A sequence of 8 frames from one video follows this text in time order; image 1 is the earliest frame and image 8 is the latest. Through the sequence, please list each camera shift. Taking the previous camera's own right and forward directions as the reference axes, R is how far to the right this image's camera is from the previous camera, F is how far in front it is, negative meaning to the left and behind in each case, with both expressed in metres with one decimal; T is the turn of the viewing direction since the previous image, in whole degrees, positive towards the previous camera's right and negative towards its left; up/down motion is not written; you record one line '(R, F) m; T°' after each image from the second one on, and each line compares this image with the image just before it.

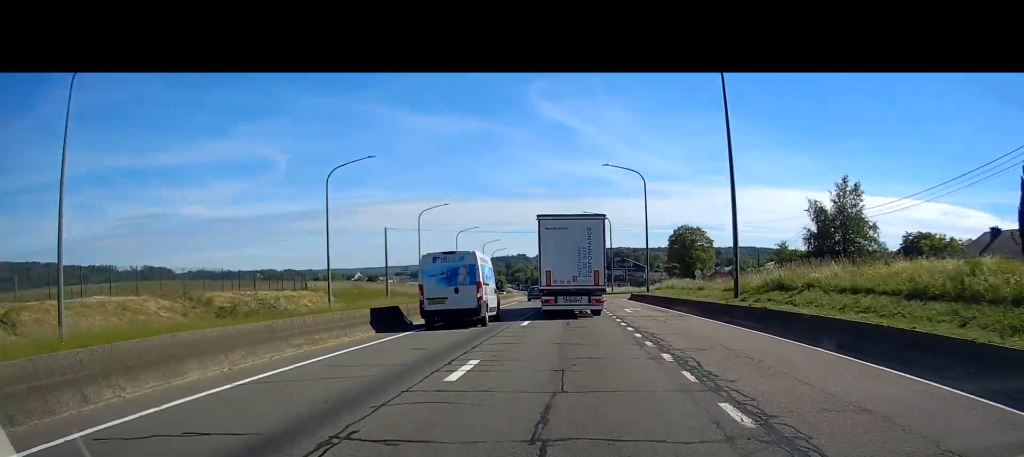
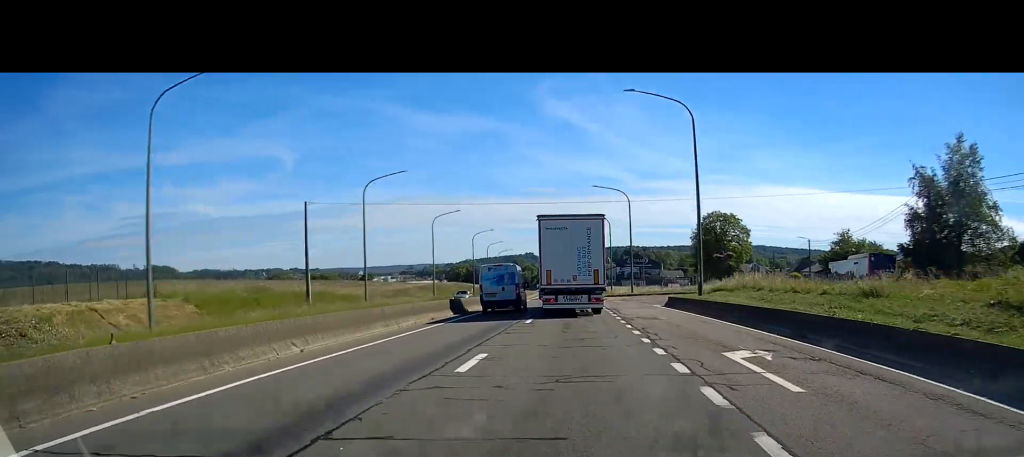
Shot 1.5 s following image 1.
(-0.3, +24.6) m; -1°
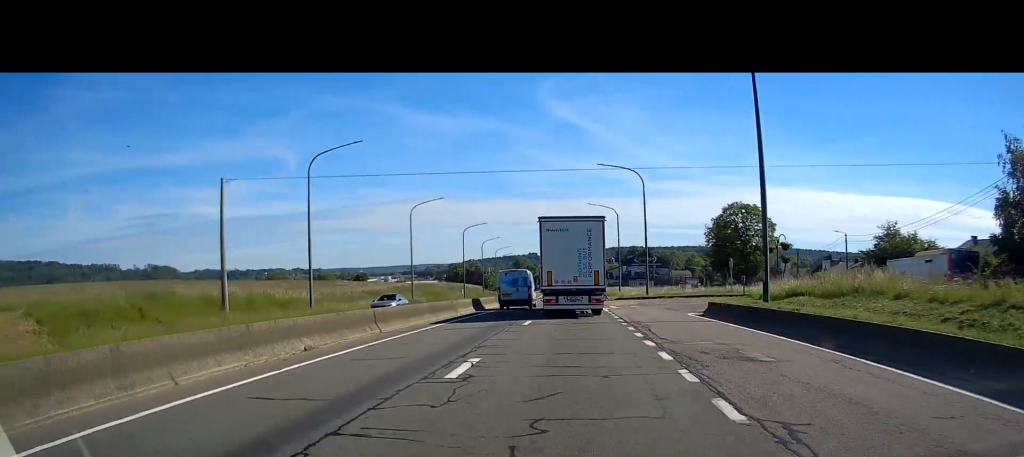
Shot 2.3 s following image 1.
(0.0, +13.5) m; 0°
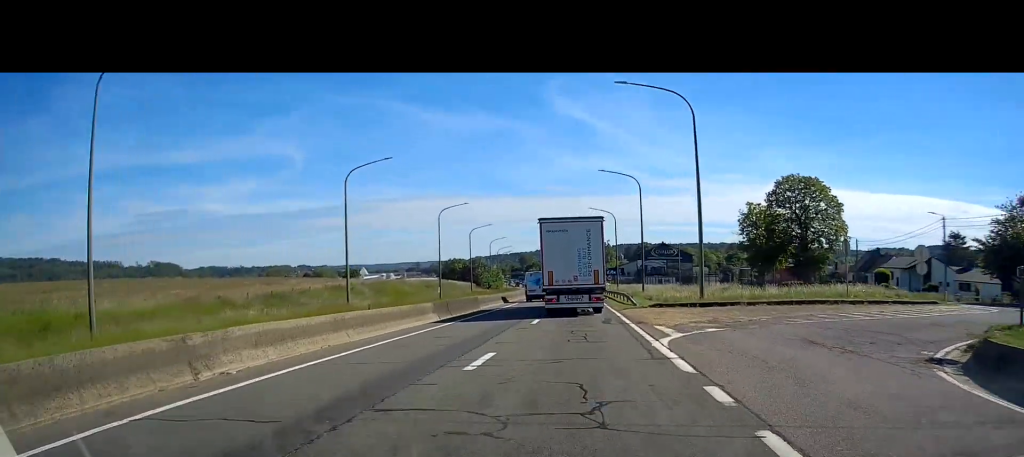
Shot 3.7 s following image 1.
(0.0, +24.3) m; 0°
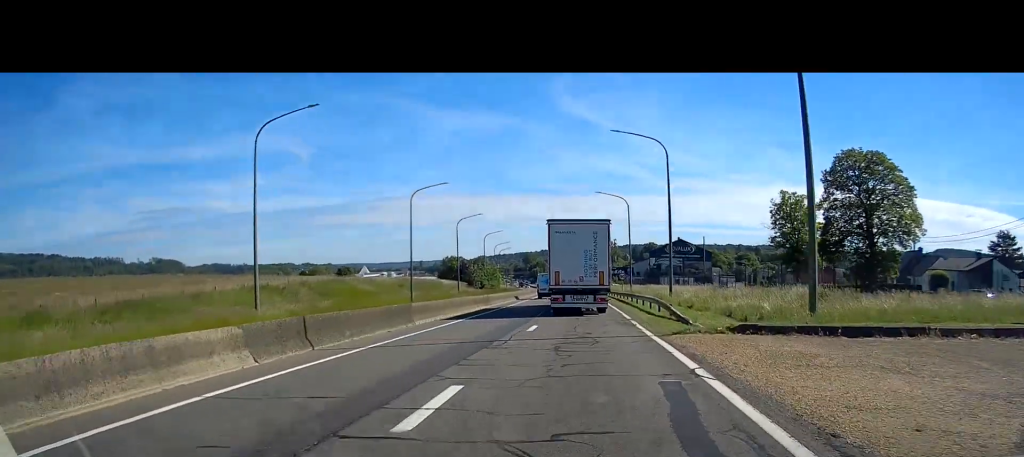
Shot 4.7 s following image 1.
(0.0, +17.1) m; 0°
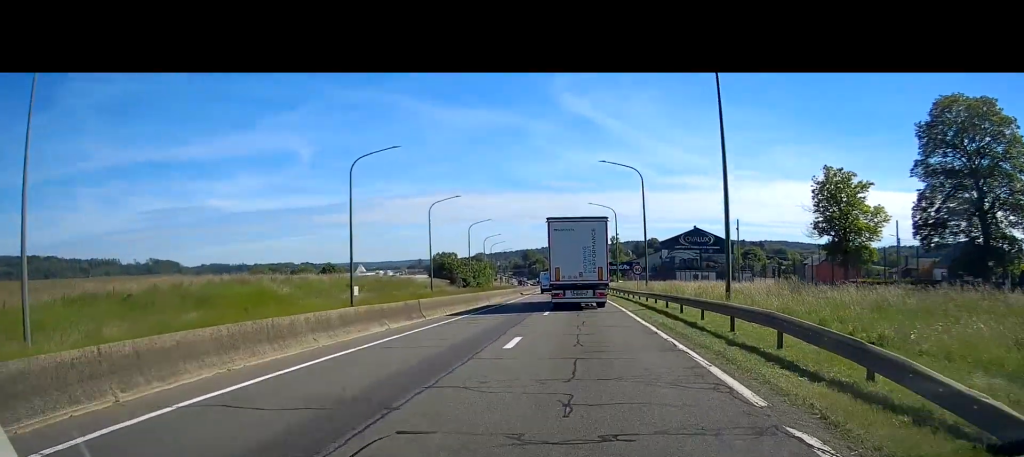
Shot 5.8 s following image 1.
(0.0, +19.0) m; 0°
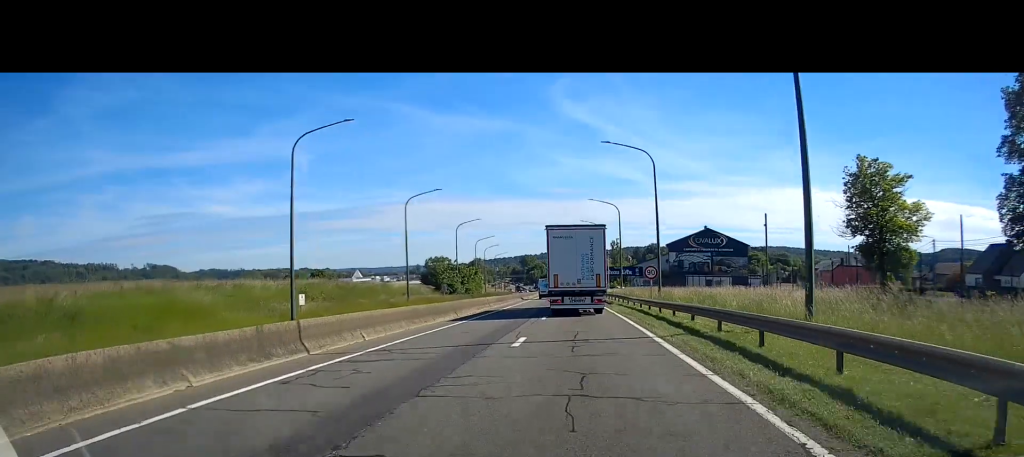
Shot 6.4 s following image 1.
(0.0, +11.1) m; 0°
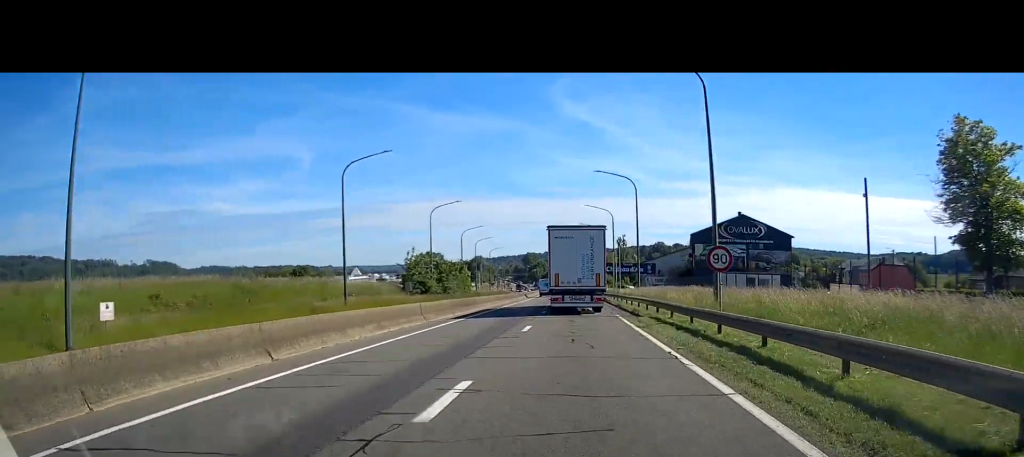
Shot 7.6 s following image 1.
(0.0, +20.6) m; -1°
